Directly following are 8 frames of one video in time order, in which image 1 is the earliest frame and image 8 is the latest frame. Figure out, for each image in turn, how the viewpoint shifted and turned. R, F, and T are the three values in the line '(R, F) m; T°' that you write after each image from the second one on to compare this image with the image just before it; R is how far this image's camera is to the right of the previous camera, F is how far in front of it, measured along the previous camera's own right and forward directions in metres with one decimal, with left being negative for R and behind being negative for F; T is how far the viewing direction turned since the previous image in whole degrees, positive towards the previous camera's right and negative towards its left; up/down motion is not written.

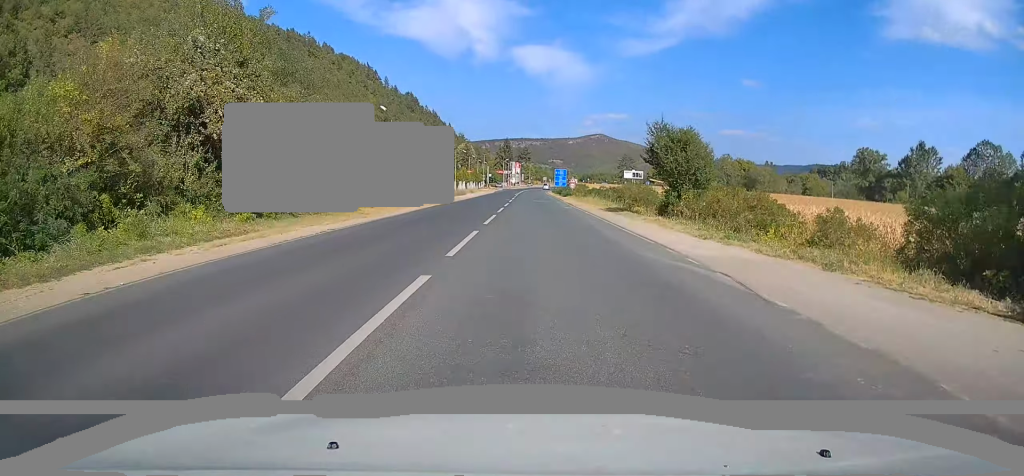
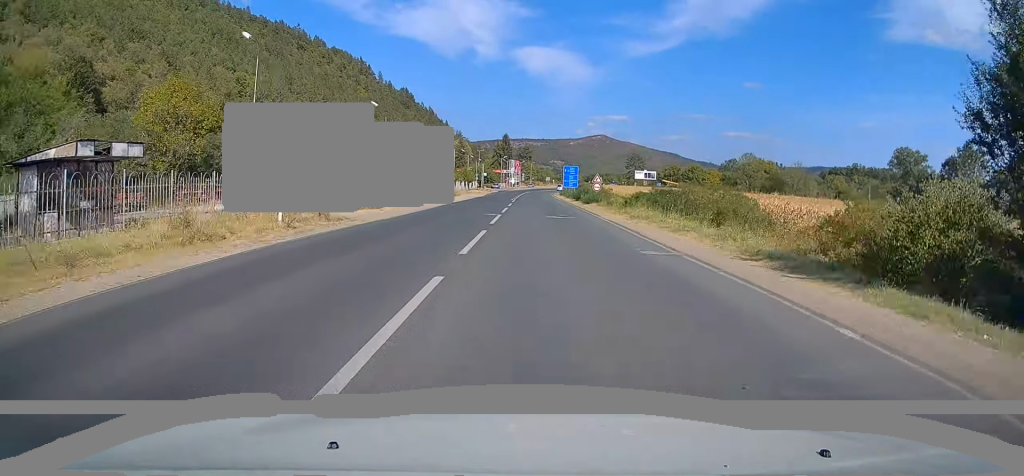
(0.0, +26.3) m; +1°
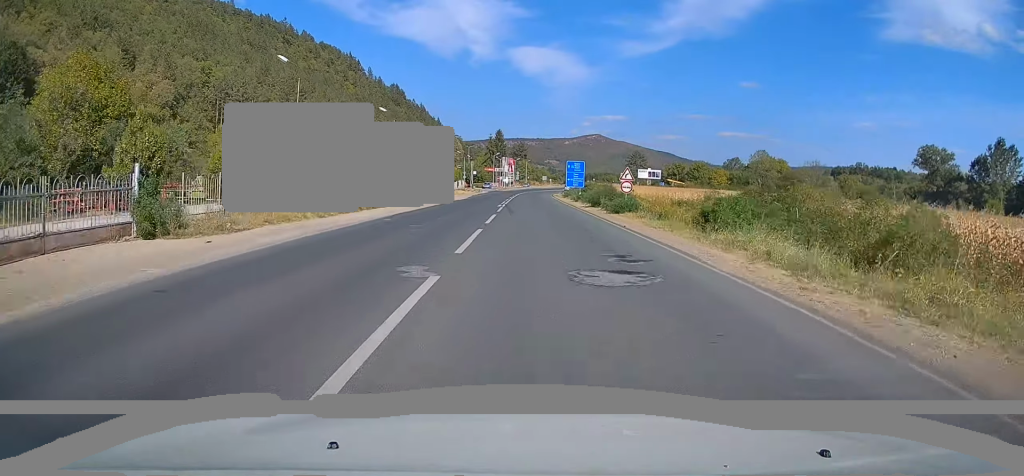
(+0.2, +18.0) m; 0°
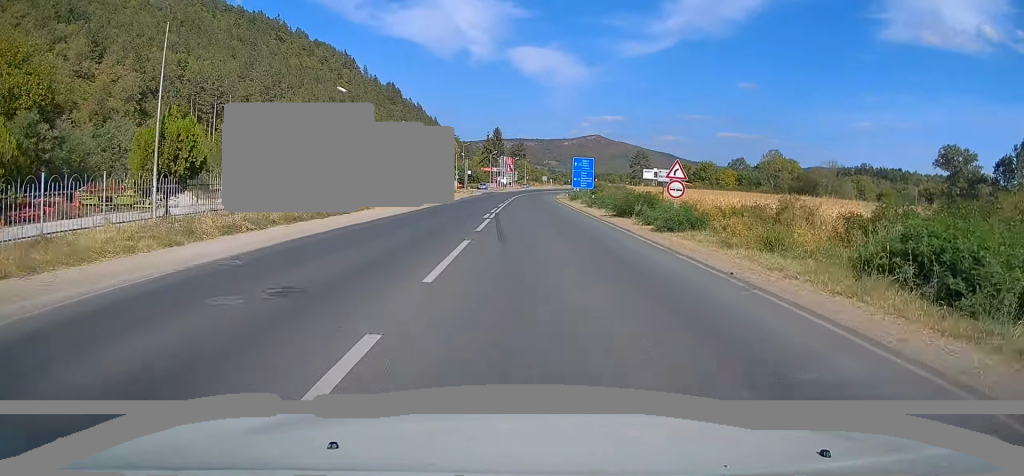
(+0.2, +12.1) m; 0°
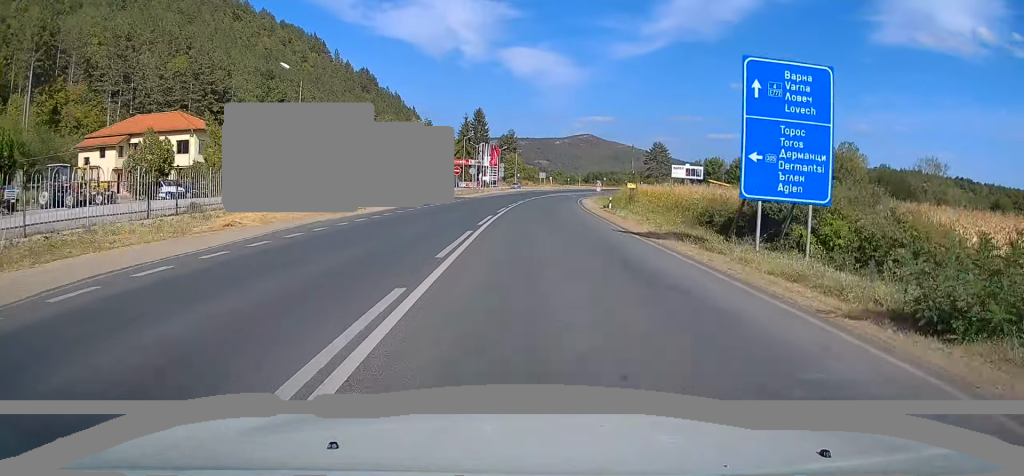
(-0.7, +55.2) m; 0°
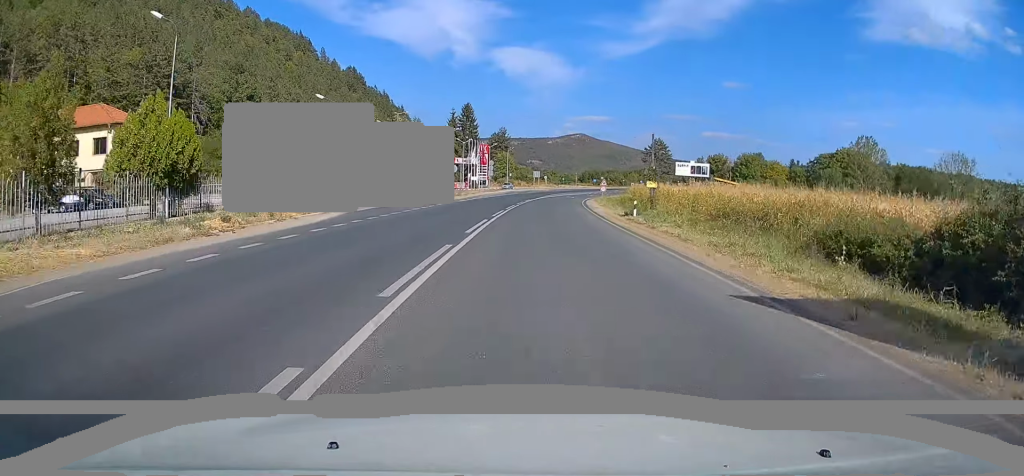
(+0.1, +12.4) m; +1°
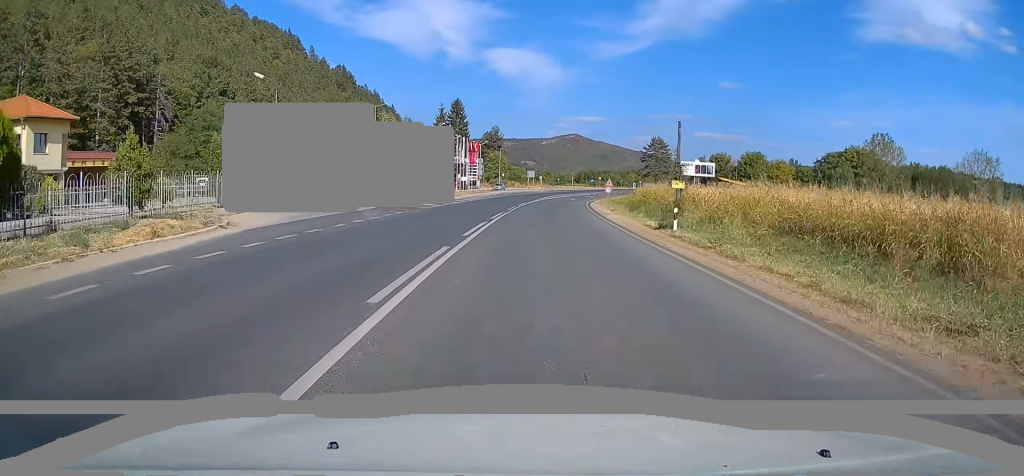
(-0.1, +9.8) m; +1°
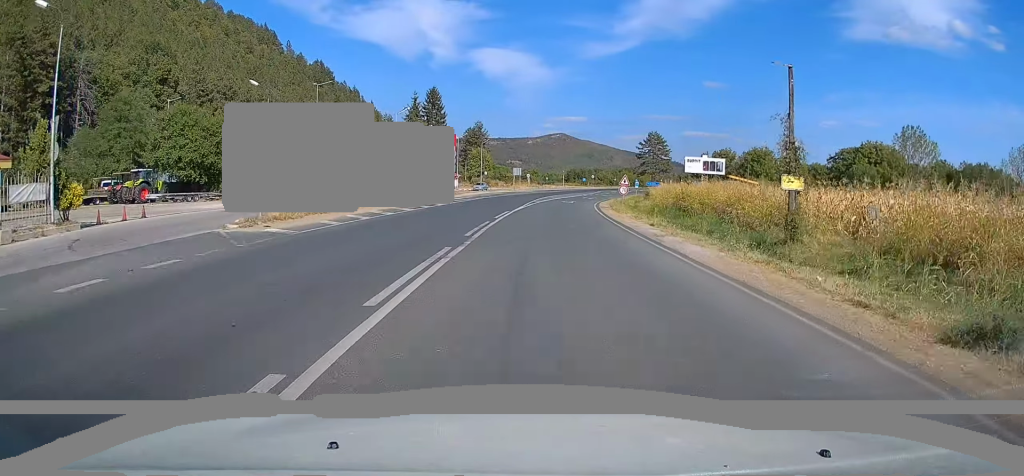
(+0.3, +17.5) m; +1°
